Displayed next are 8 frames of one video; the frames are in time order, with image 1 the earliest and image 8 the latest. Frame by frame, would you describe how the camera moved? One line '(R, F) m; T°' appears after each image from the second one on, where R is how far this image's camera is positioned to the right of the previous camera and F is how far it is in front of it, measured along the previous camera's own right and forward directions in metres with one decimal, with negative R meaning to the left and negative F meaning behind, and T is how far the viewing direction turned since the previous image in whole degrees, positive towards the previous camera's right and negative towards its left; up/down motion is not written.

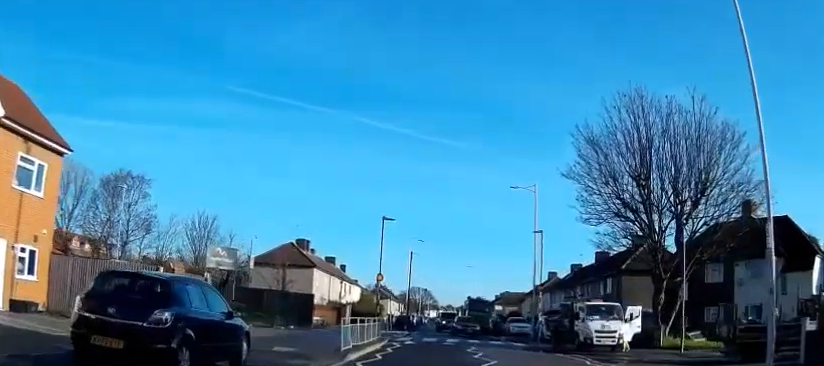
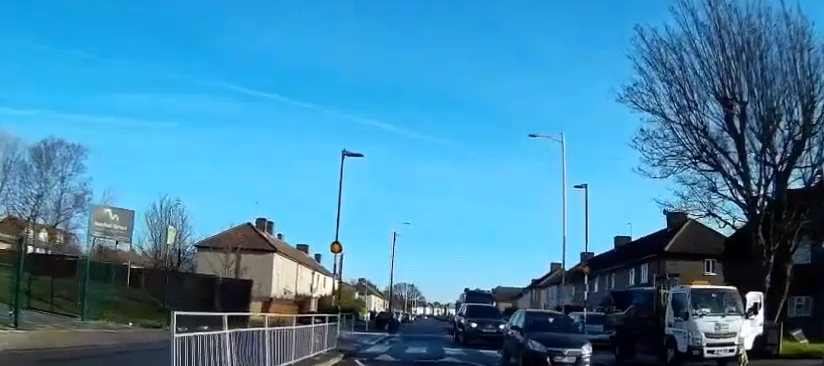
(+0.8, +11.6) m; +7°
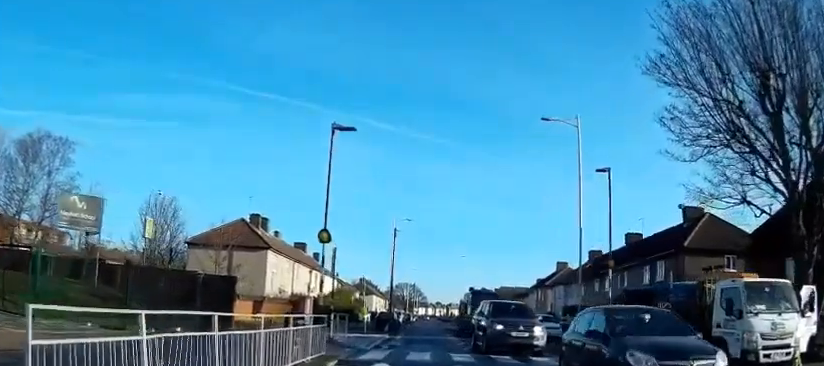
(0.0, +2.8) m; +1°
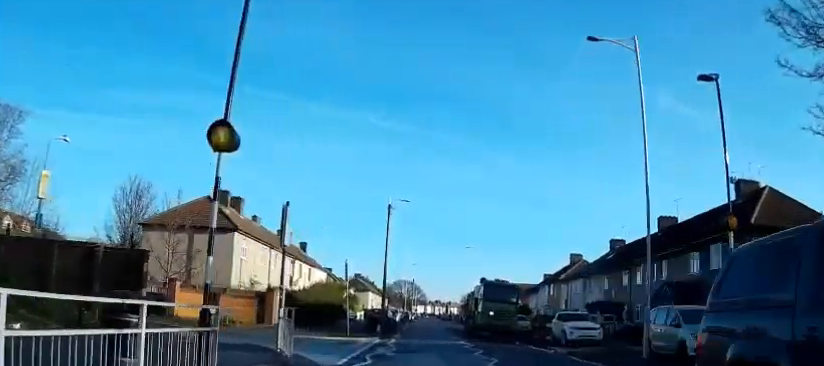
(0.0, +7.9) m; -1°
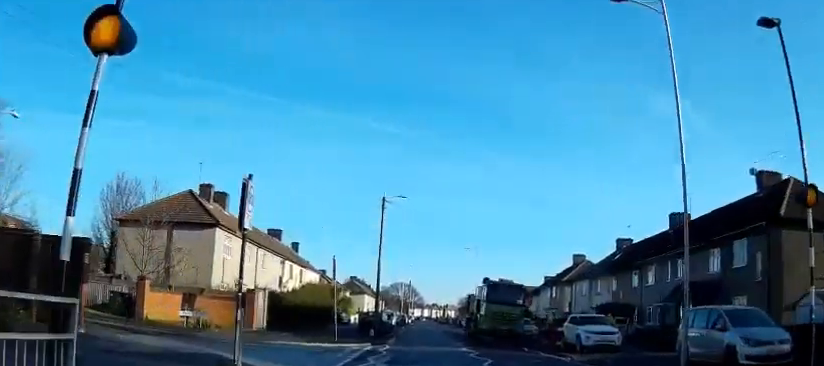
(0.0, +2.8) m; 0°
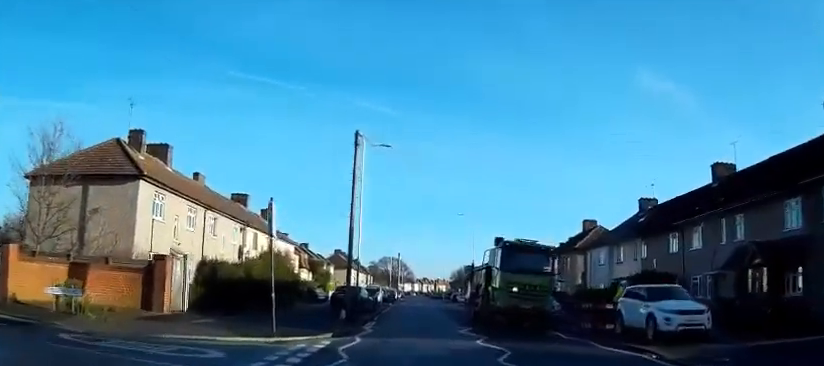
(-0.1, +8.6) m; 0°
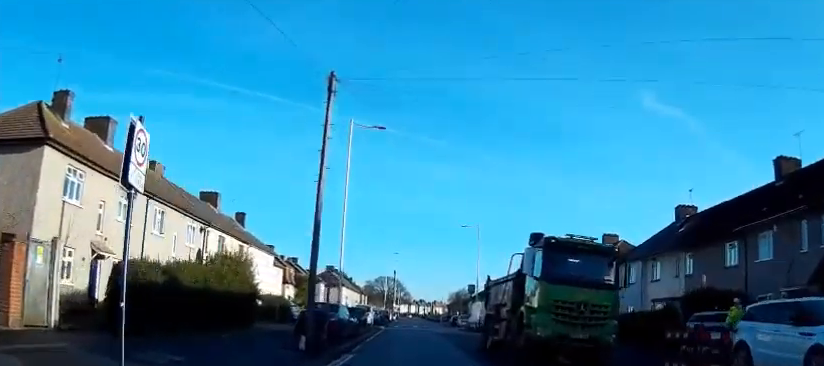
(0.0, +8.1) m; 0°
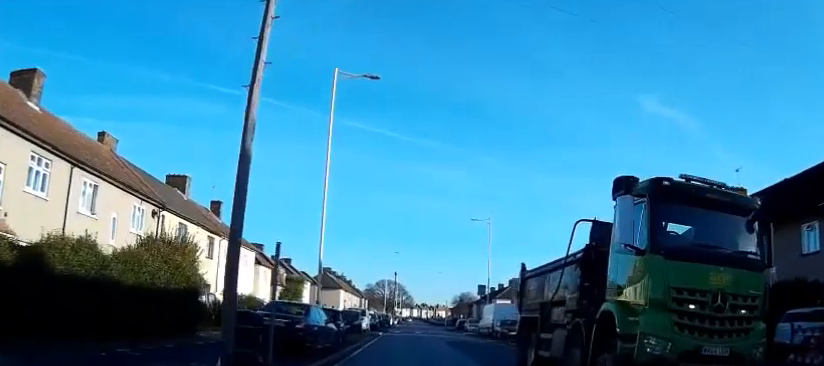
(0.0, +7.5) m; 0°
